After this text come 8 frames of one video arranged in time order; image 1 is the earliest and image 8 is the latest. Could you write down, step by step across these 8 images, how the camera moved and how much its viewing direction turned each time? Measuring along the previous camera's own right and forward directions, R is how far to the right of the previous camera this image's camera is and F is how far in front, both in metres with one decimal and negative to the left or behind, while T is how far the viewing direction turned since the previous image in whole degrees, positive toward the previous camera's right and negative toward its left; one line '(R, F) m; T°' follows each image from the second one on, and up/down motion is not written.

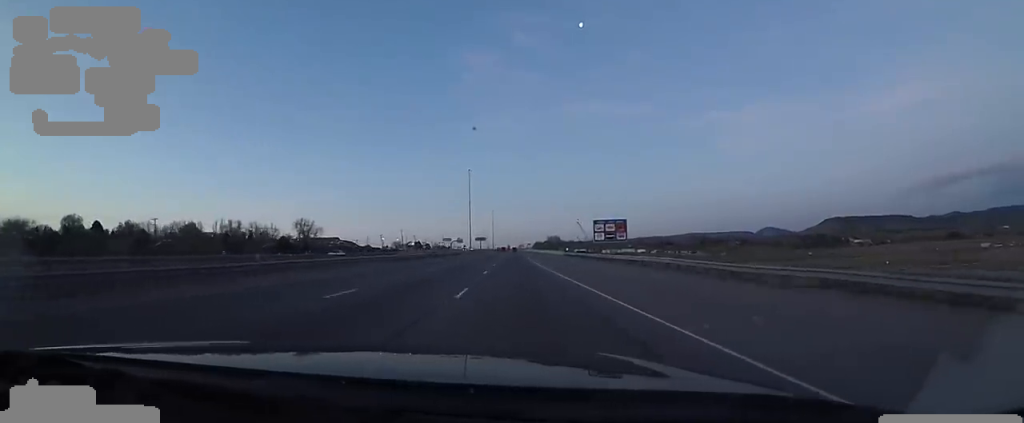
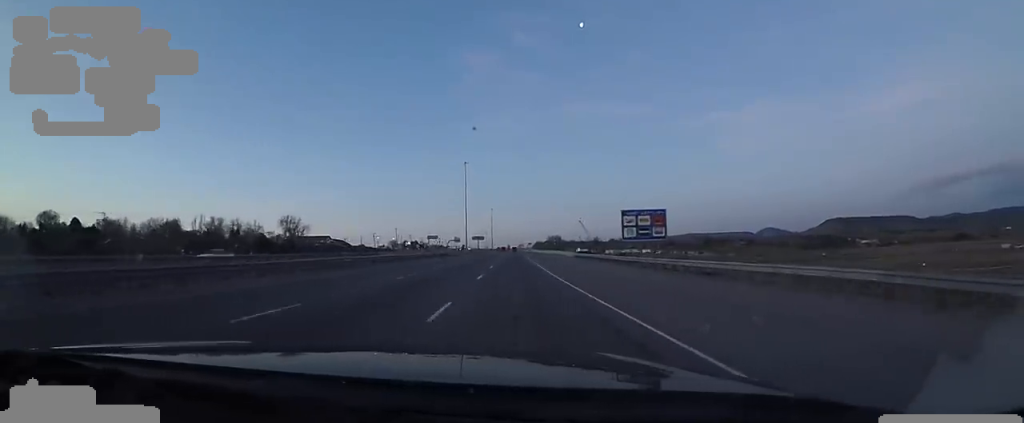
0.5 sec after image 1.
(-0.6, +16.6) m; 0°
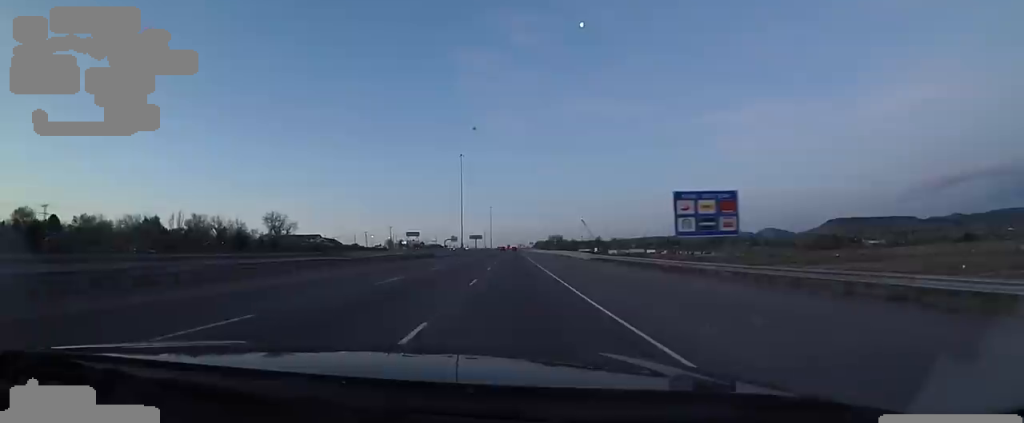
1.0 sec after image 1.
(-0.6, +15.6) m; 0°
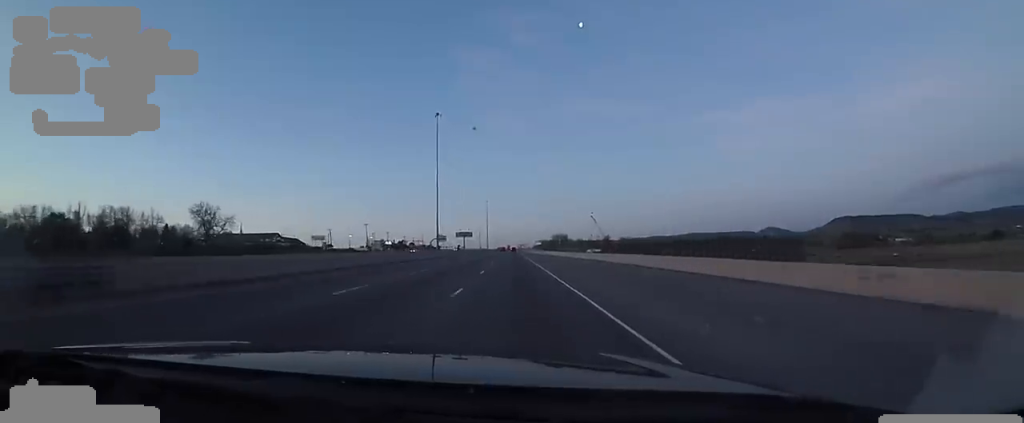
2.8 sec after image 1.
(+2.1, +55.6) m; +2°
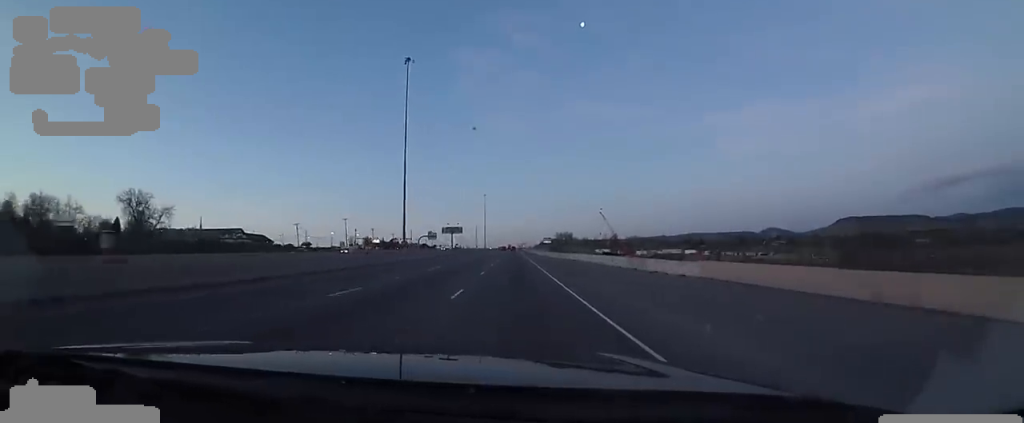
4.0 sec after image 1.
(0.0, +37.2) m; 0°
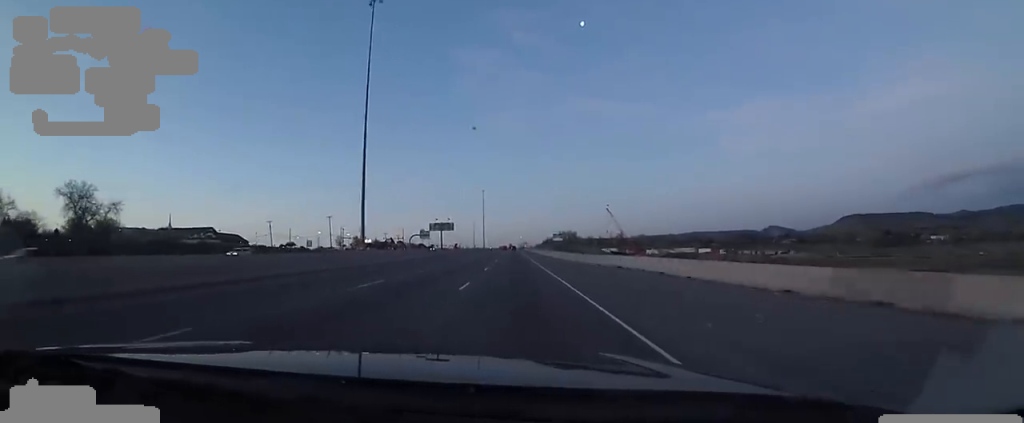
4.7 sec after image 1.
(0.0, +23.4) m; 0°
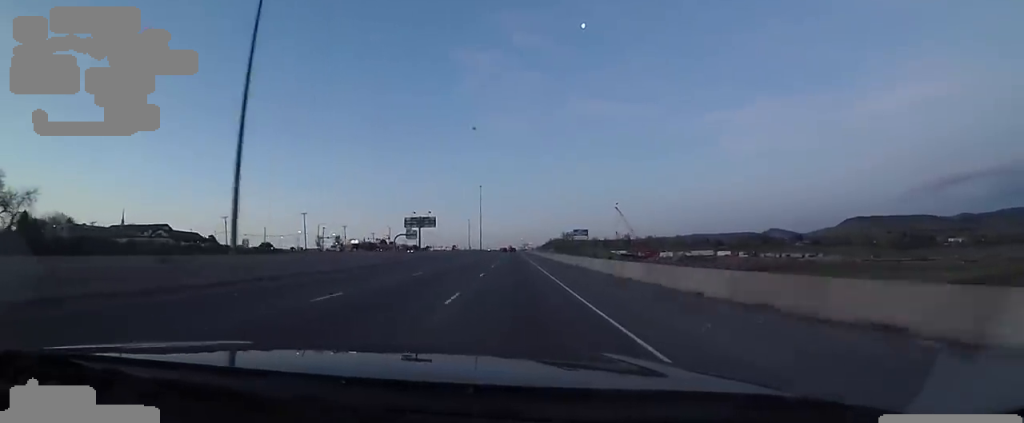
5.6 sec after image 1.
(0.0, +28.1) m; 0°
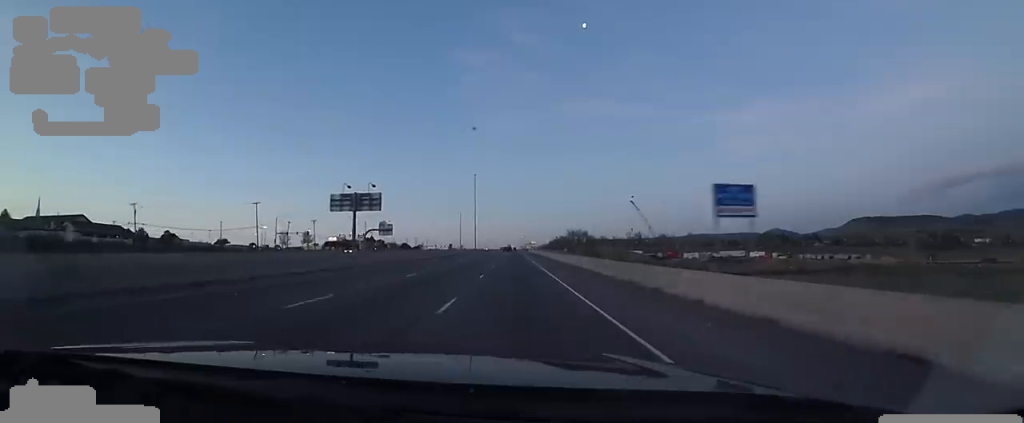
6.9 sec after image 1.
(-0.1, +37.9) m; -2°
